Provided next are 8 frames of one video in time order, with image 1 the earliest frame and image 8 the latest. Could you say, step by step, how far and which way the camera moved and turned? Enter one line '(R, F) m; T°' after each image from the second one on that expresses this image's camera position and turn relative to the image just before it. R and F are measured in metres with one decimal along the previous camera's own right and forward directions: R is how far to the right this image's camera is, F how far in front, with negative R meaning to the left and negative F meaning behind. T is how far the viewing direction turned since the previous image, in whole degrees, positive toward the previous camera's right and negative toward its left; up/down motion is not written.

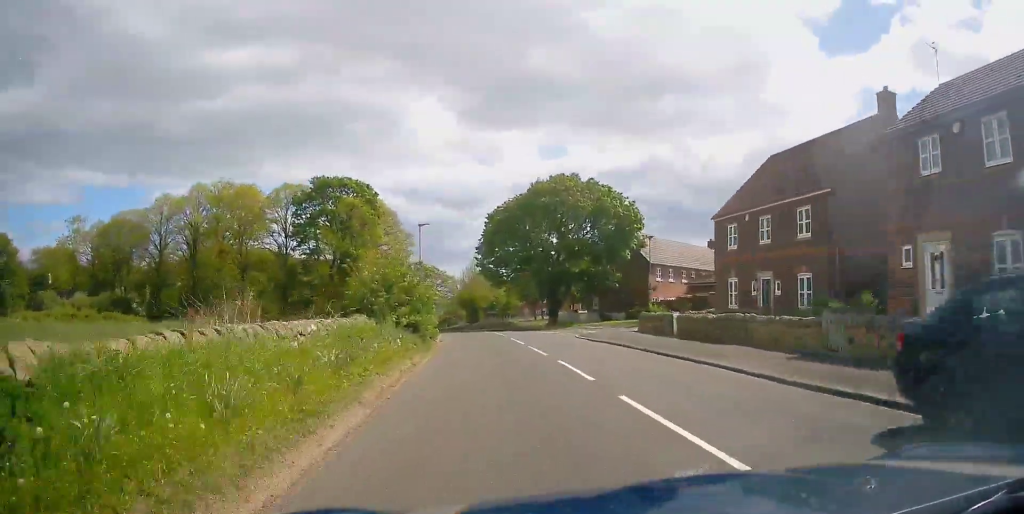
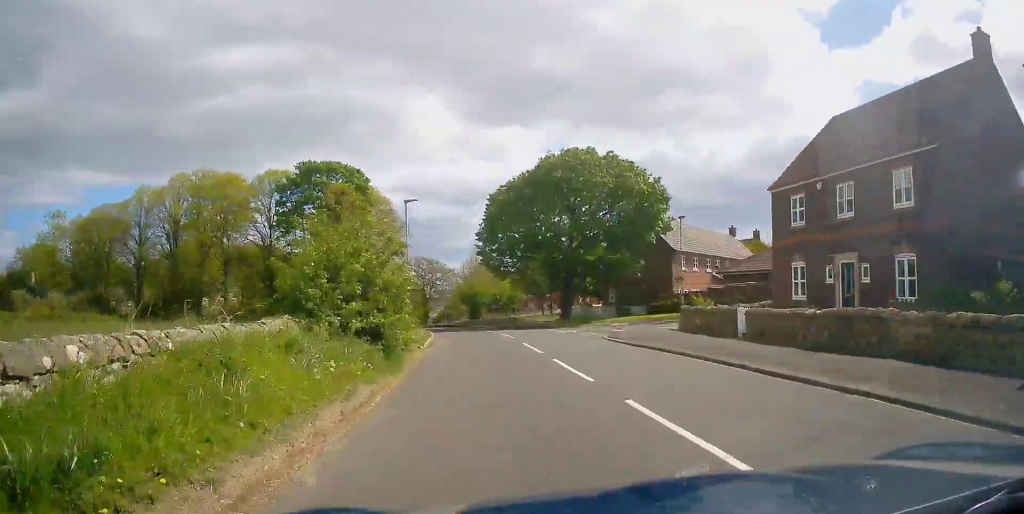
(0.0, +7.0) m; 0°
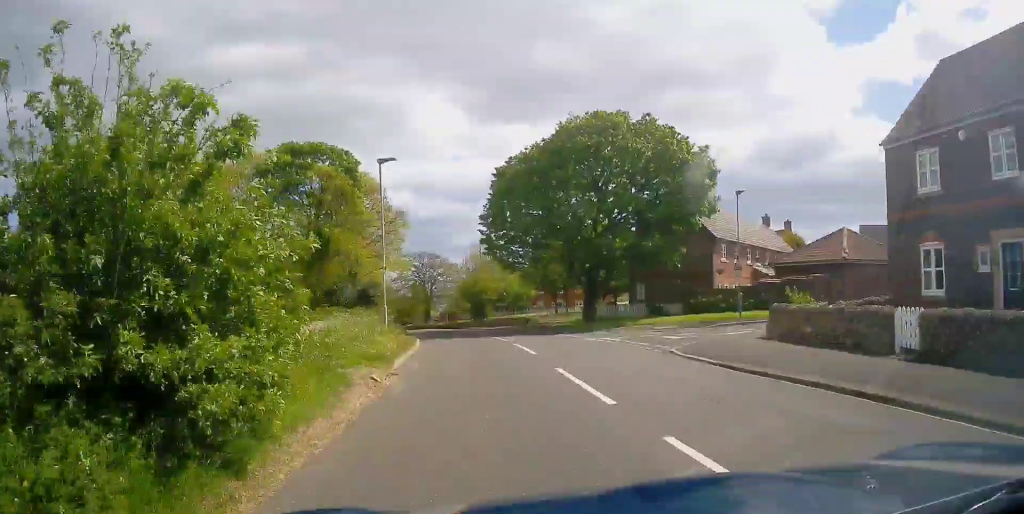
(0.0, +7.9) m; 0°
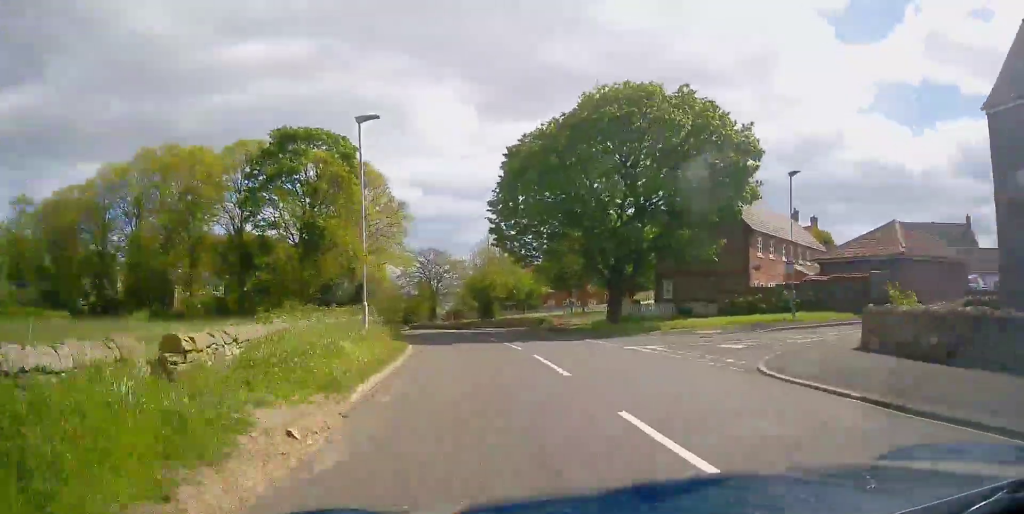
(0.0, +4.7) m; 0°
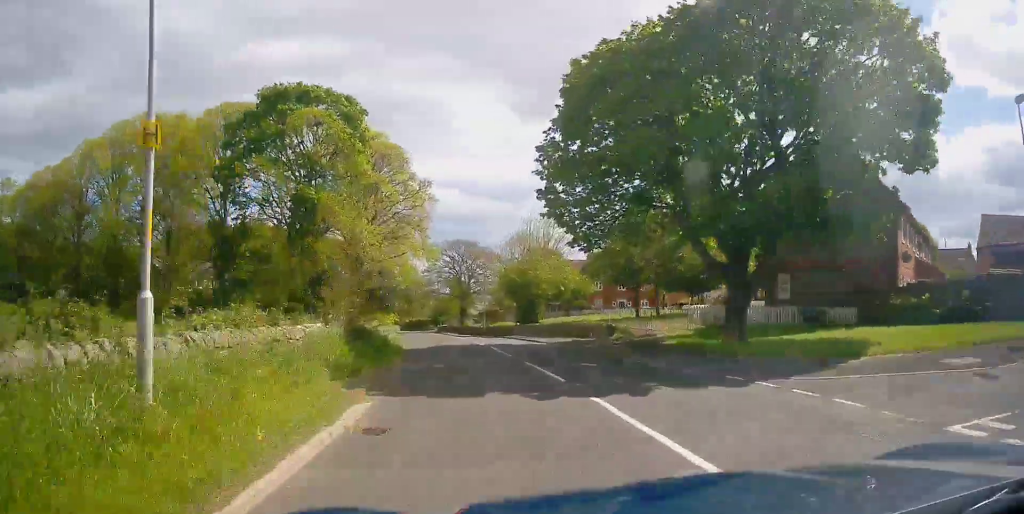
(0.0, +11.9) m; -2°
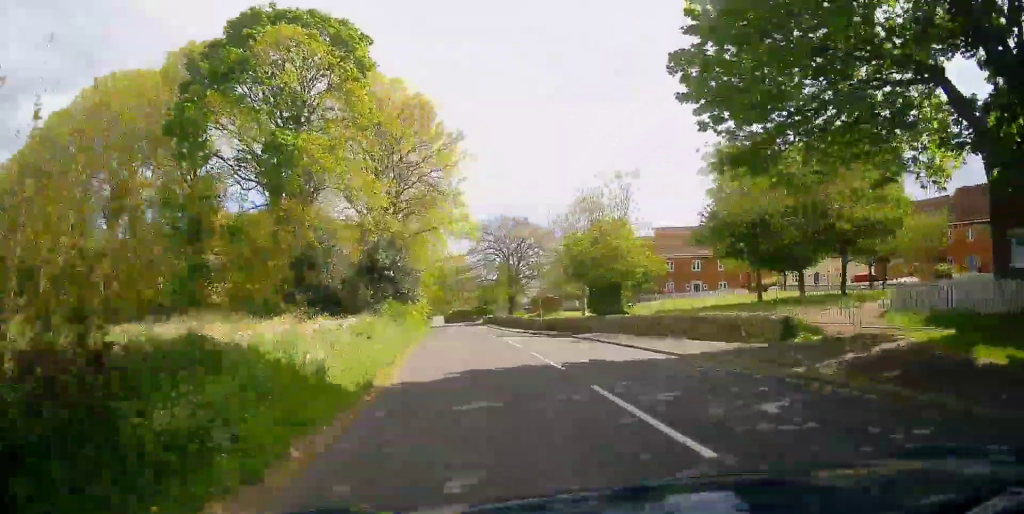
(-0.4, +12.3) m; -6°
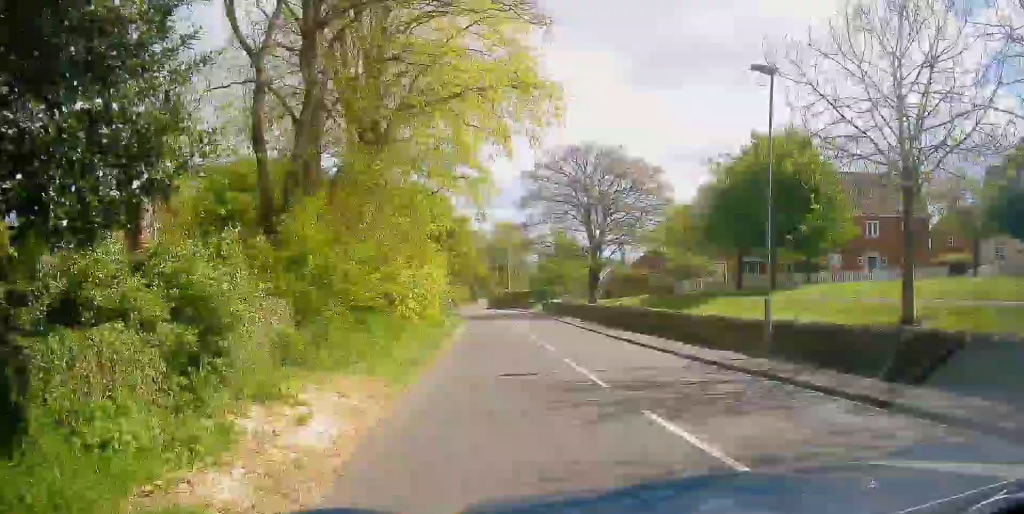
(-2.1, +25.8) m; -6°
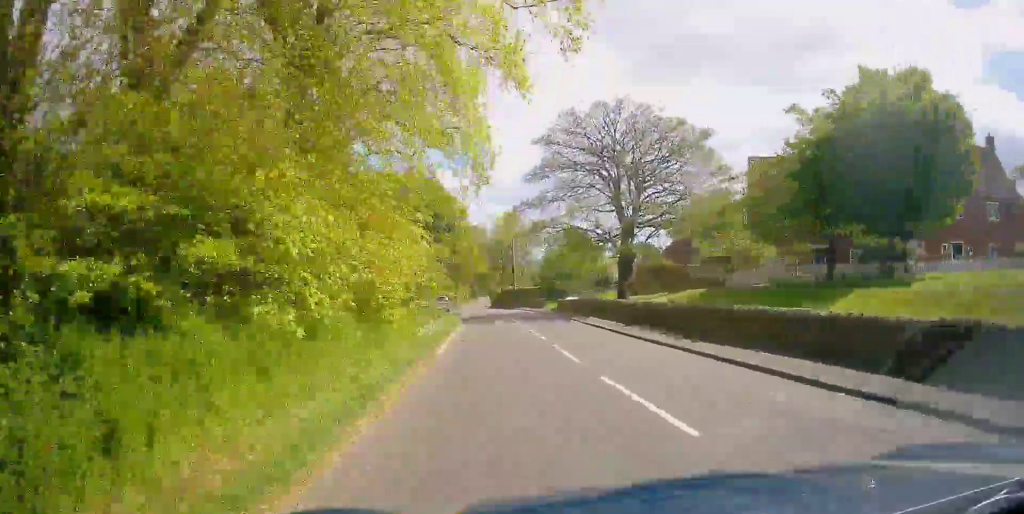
(0.0, +9.7) m; 0°
